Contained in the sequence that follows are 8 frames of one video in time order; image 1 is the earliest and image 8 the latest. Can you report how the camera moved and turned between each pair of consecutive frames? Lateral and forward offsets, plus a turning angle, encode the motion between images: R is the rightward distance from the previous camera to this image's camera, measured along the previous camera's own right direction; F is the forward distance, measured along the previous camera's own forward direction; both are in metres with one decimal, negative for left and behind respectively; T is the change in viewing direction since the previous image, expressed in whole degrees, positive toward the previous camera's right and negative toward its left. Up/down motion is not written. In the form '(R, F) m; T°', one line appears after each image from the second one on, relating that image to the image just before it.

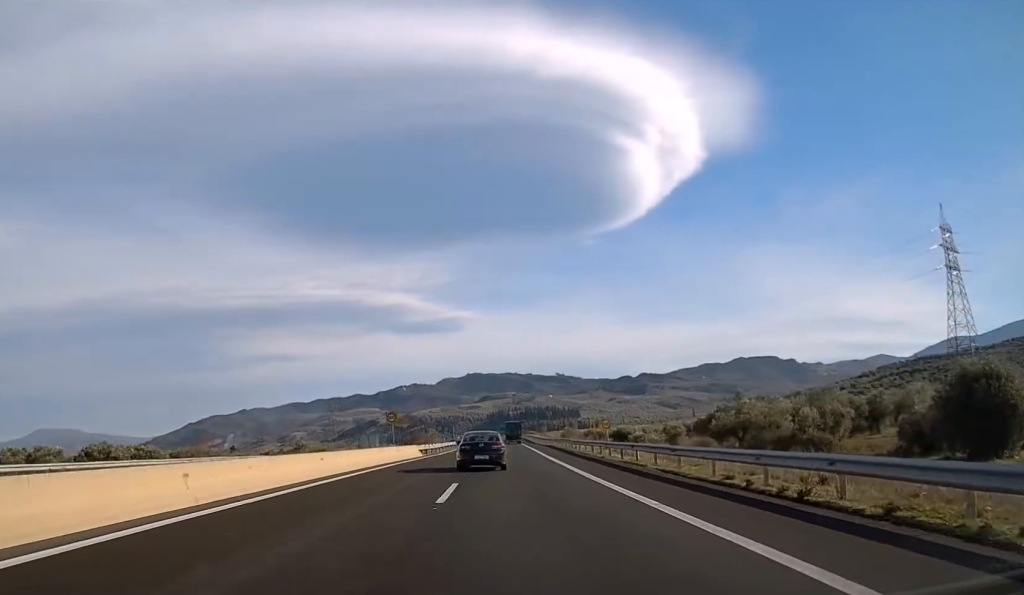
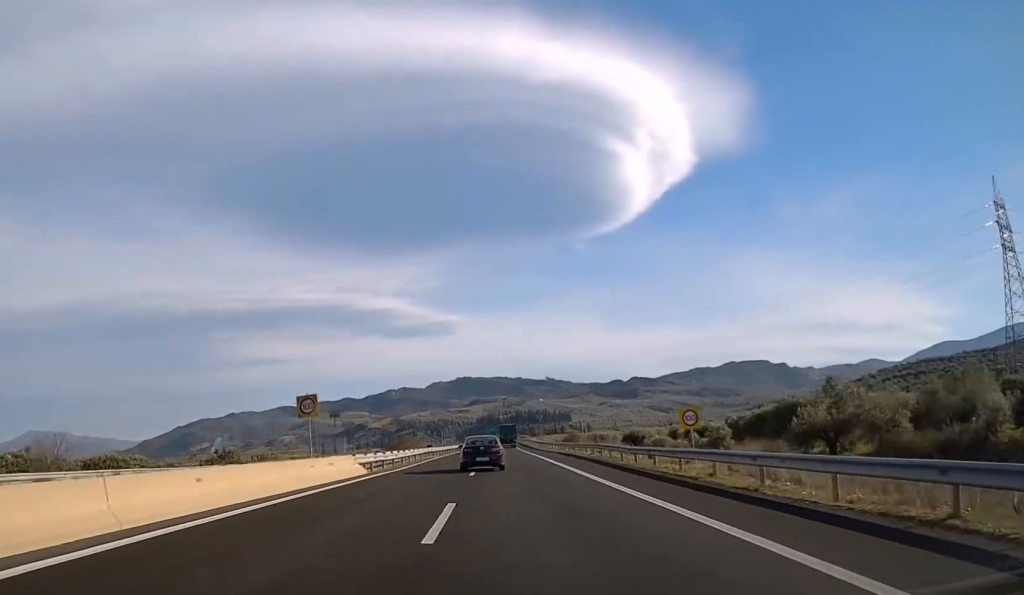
(+0.3, +23.0) m; +1°
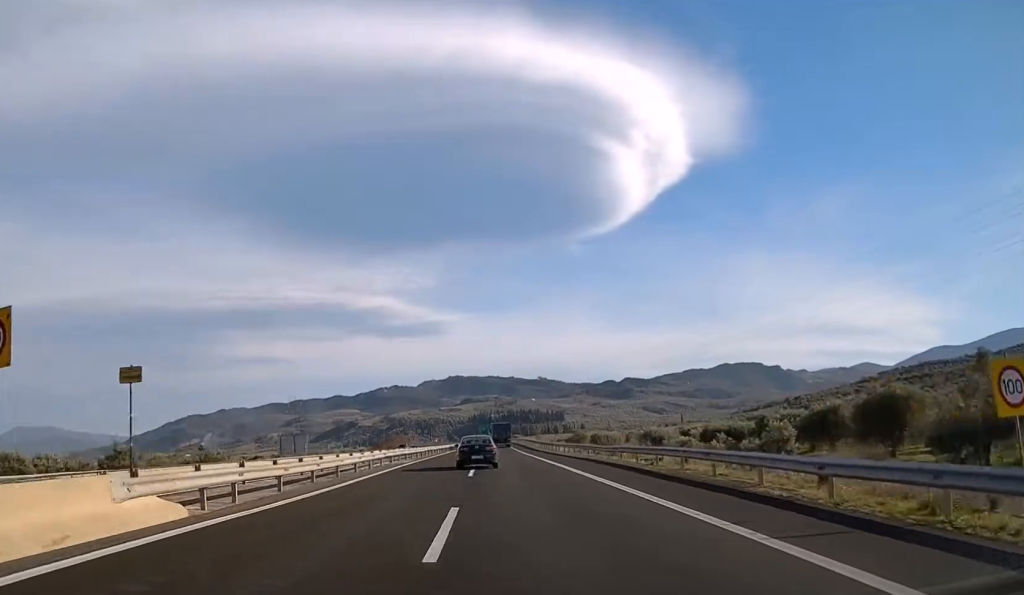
(+0.2, +19.7) m; +1°
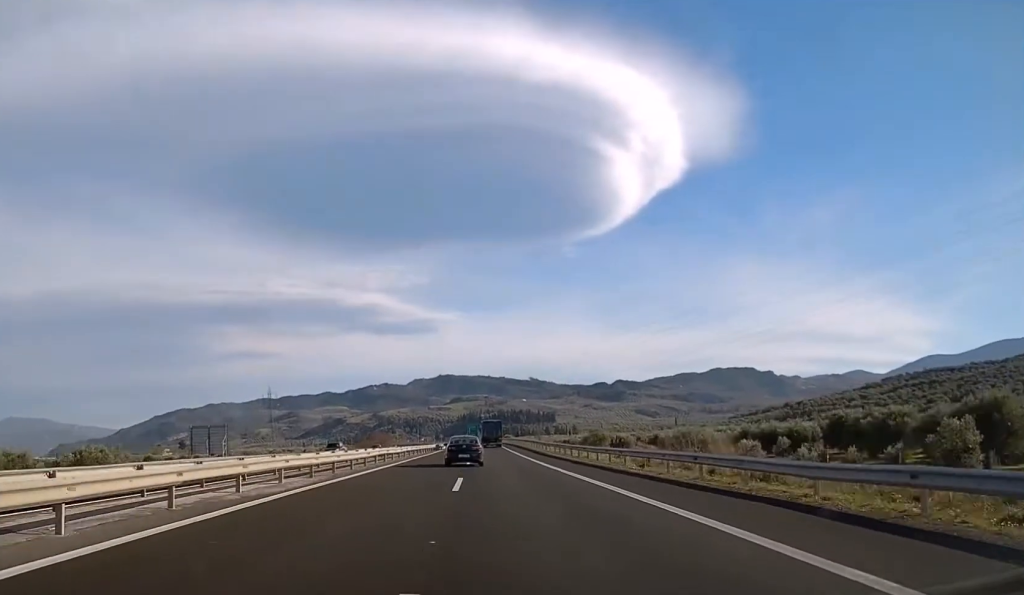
(+0.2, +26.3) m; +1°
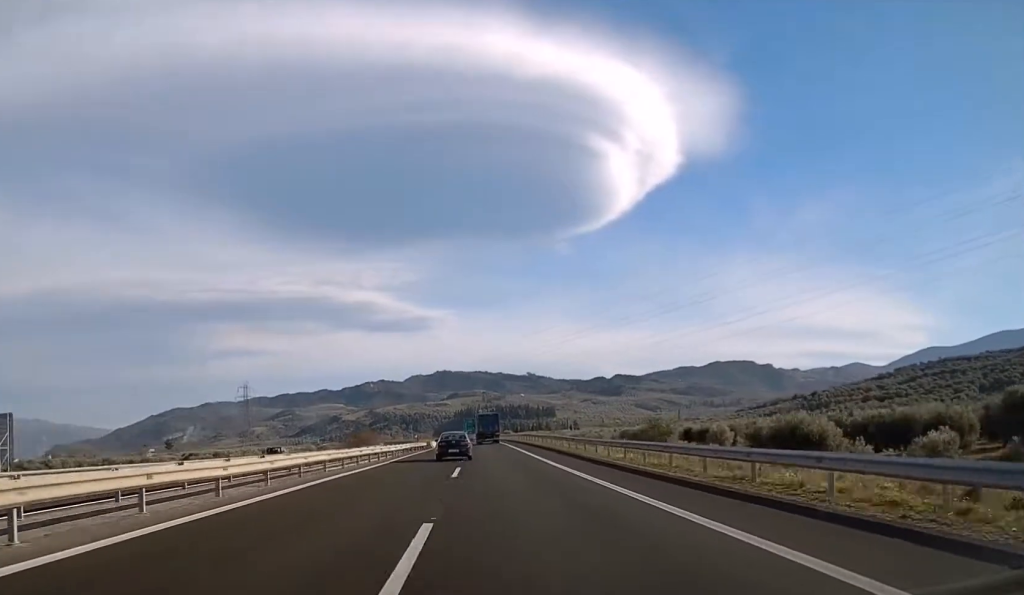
(+0.3, +32.0) m; +1°
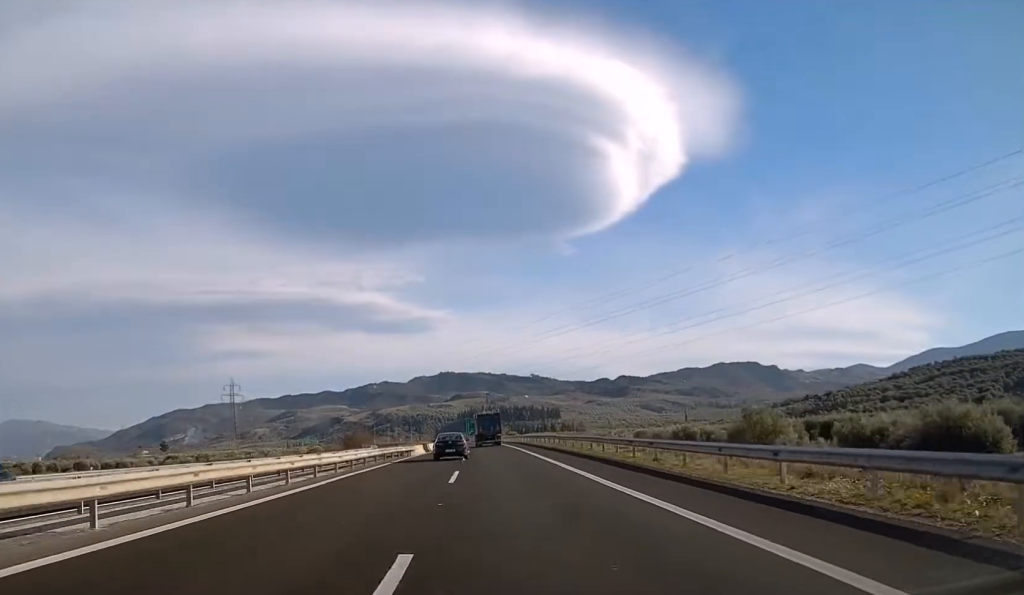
(+0.1, +22.3) m; 0°
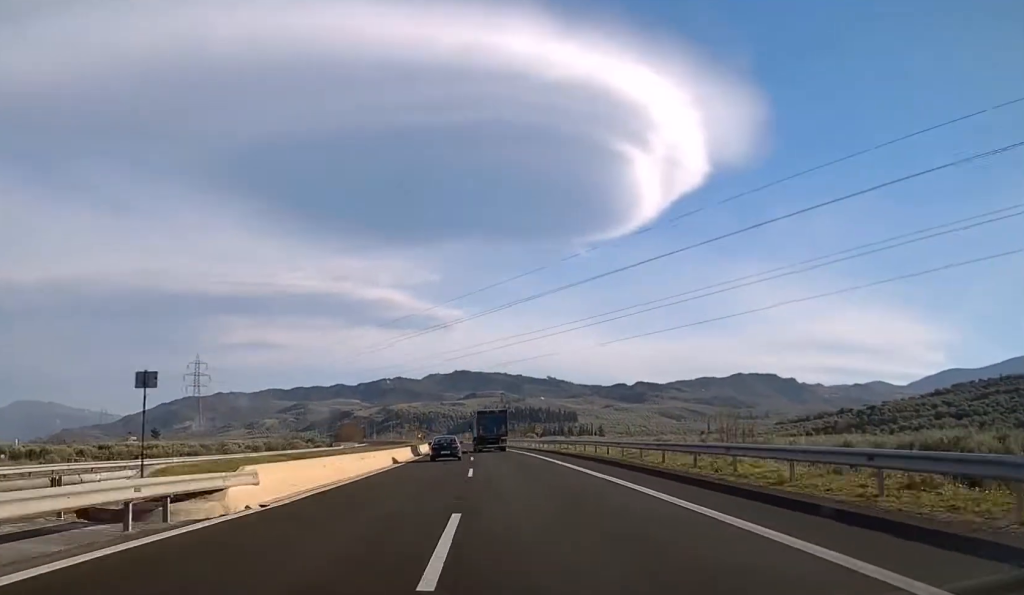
(0.0, +51.5) m; 0°
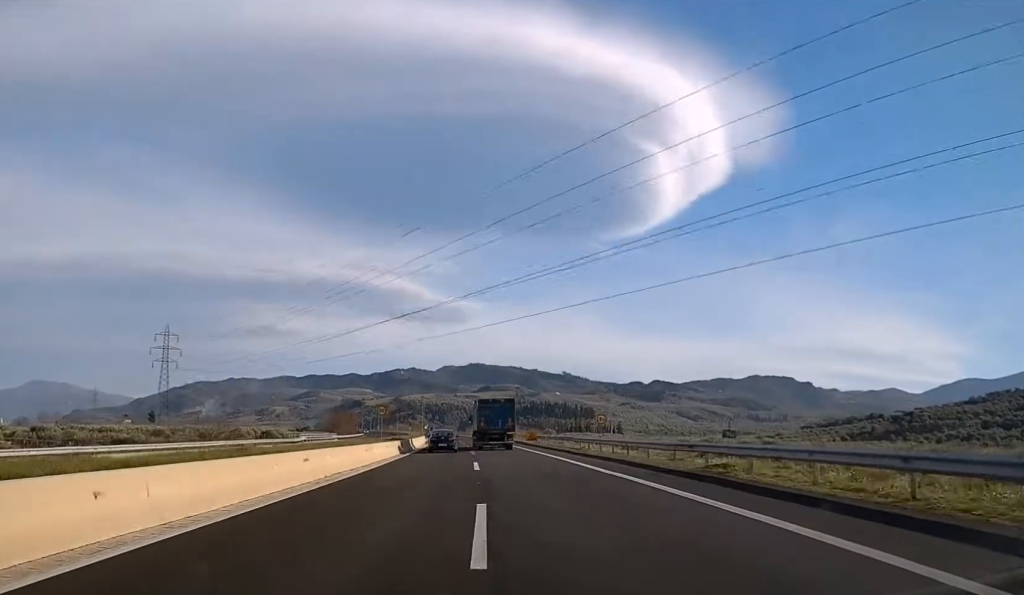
(-0.1, +37.9) m; 0°
